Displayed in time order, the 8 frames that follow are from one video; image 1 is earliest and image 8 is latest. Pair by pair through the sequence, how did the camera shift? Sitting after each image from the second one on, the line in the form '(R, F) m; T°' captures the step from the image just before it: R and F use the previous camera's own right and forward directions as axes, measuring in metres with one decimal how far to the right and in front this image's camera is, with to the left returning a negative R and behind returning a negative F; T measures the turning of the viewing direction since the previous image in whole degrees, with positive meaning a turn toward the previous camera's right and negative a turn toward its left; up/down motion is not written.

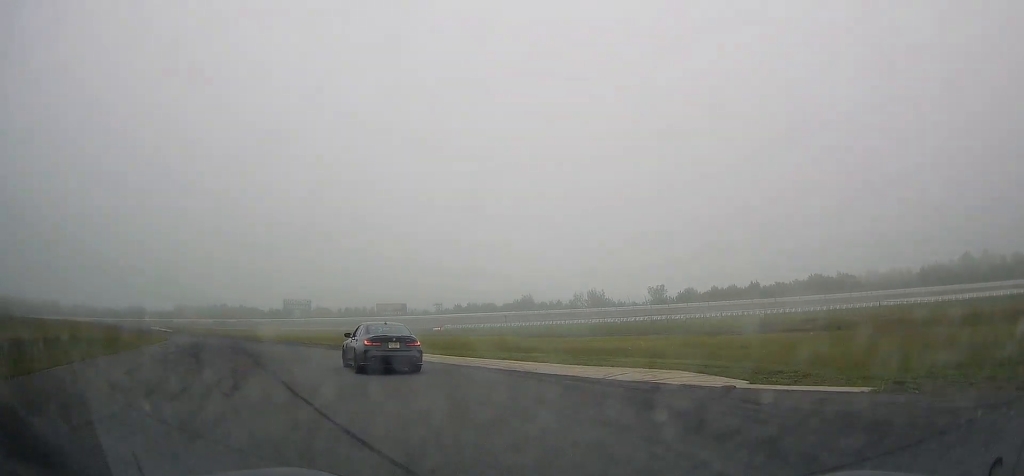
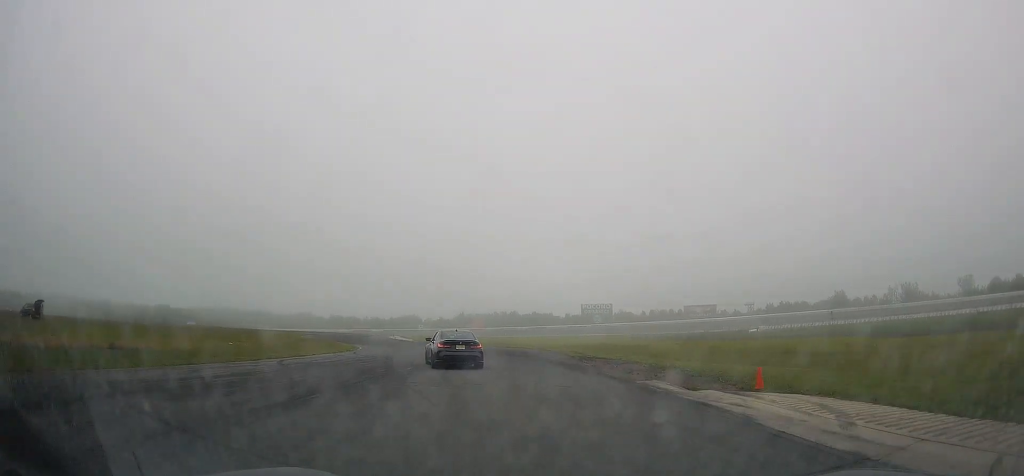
(-6.5, +19.7) m; -29°
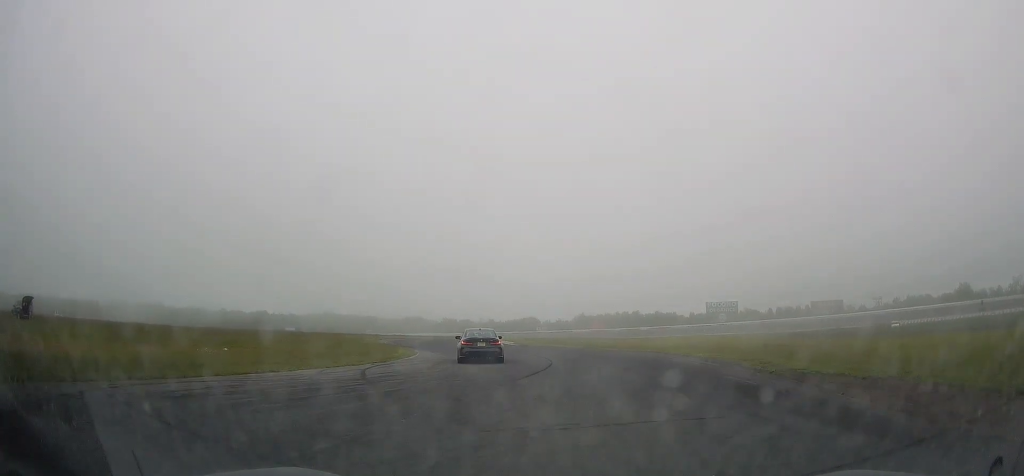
(-1.9, +15.5) m; -12°
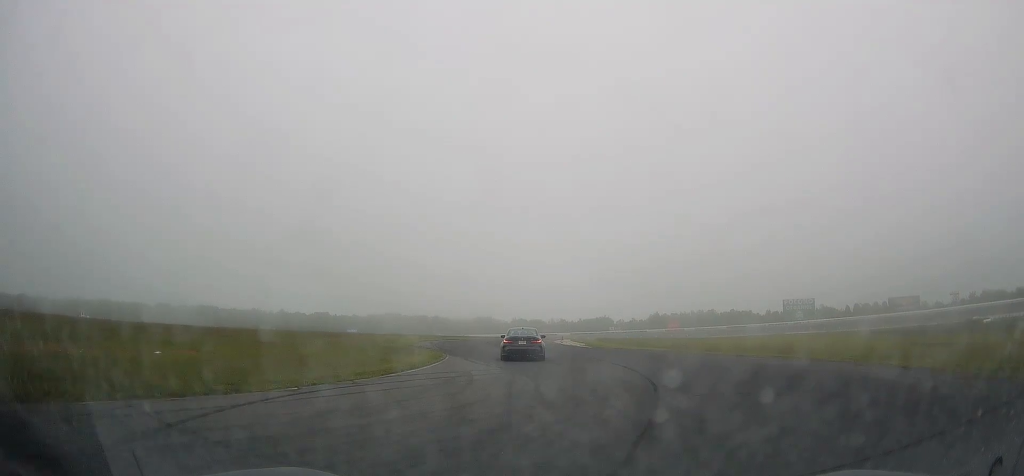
(-0.6, +11.3) m; -6°
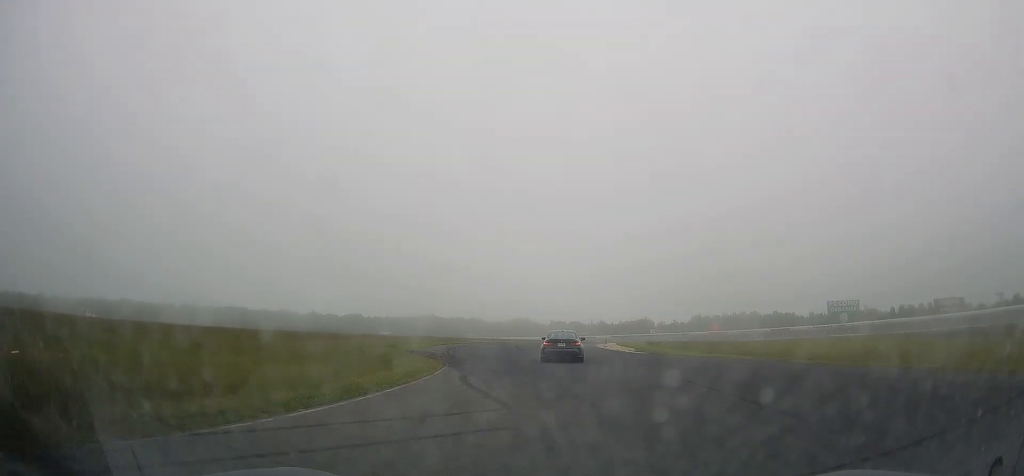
(-0.4, +9.6) m; -3°
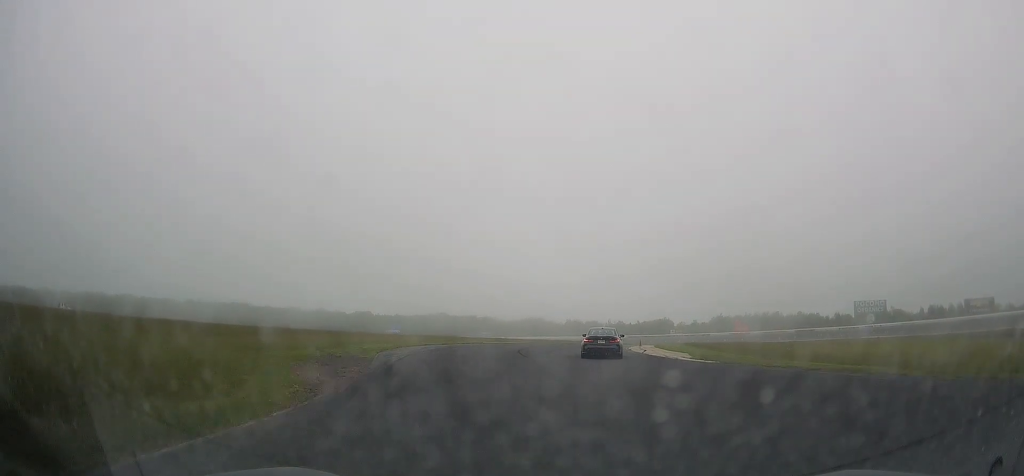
(-0.5, +13.7) m; -1°
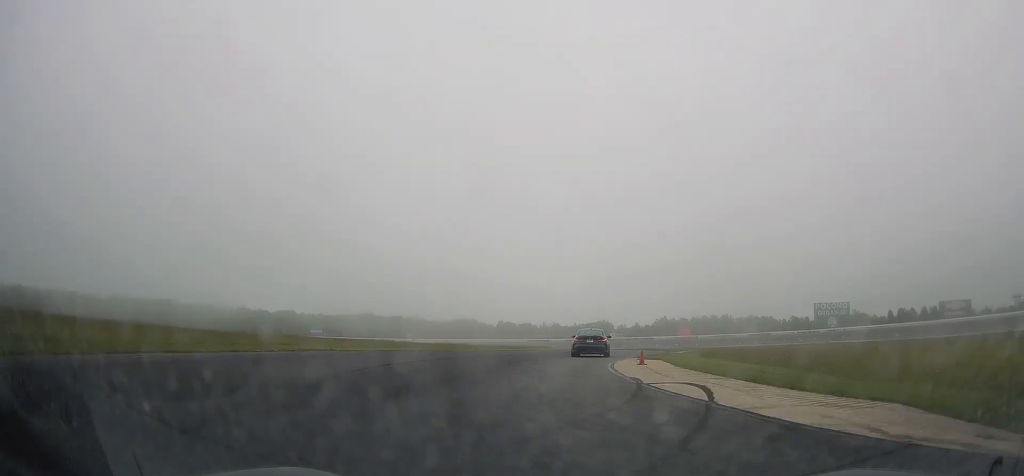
(+0.1, +23.6) m; +3°
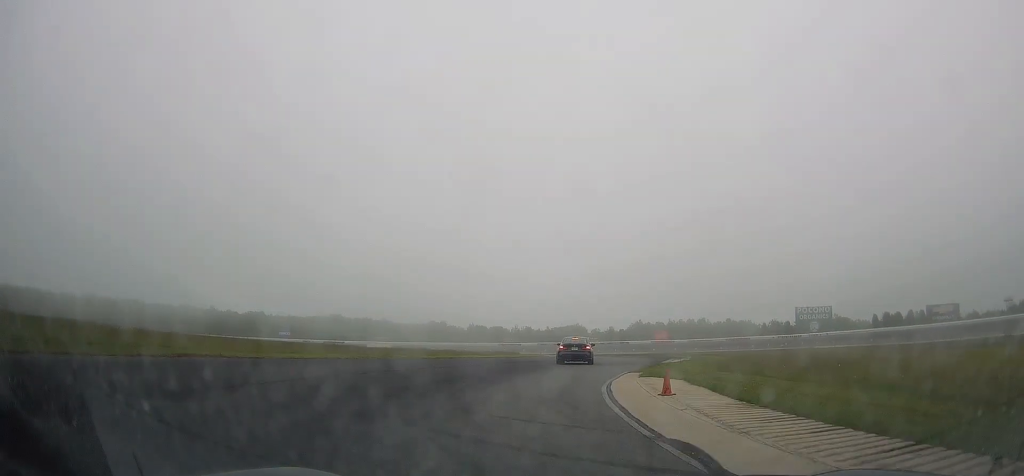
(+0.1, +8.3) m; +2°
